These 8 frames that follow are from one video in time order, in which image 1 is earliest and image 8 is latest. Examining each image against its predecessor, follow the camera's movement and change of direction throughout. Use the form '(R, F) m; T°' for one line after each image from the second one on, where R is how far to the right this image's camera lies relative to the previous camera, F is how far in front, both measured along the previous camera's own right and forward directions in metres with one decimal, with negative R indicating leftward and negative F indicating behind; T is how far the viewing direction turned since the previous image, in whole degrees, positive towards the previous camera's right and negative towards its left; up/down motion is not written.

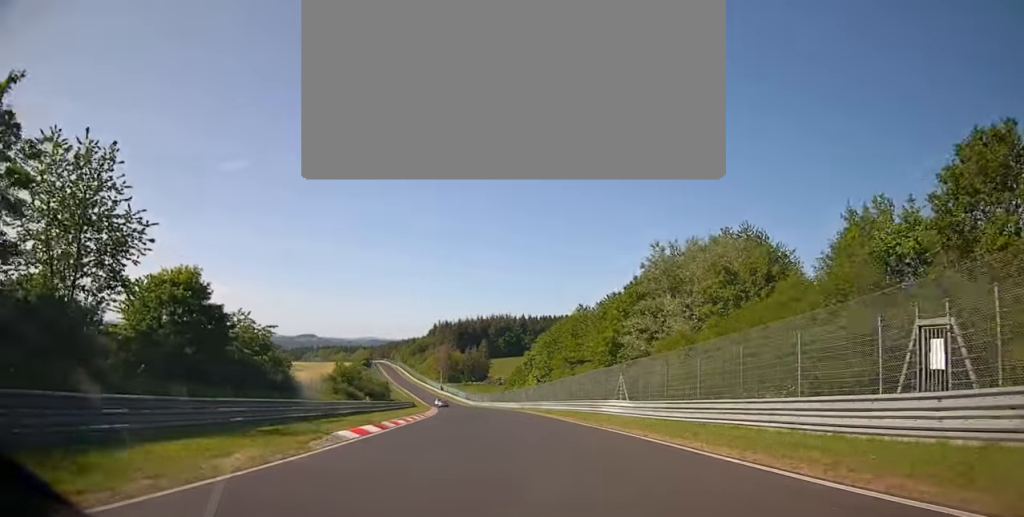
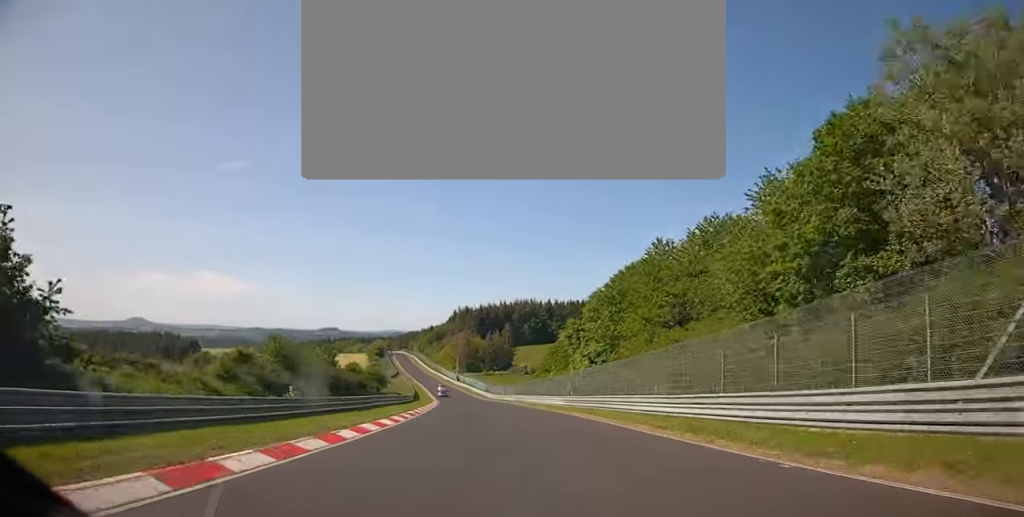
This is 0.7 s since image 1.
(-0.4, +30.7) m; -3°
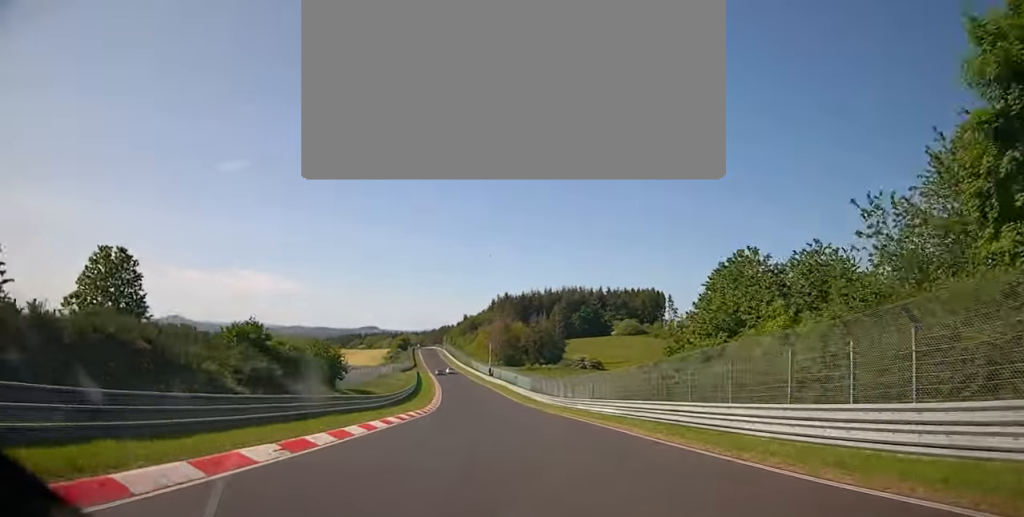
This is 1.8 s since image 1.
(-2.0, +51.8) m; -5°
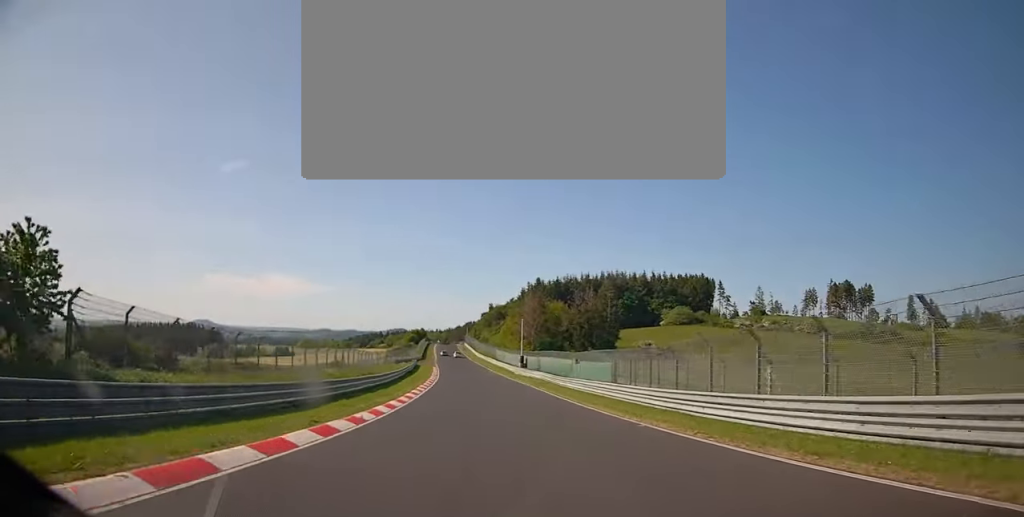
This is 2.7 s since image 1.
(-1.5, +43.2) m; -3°
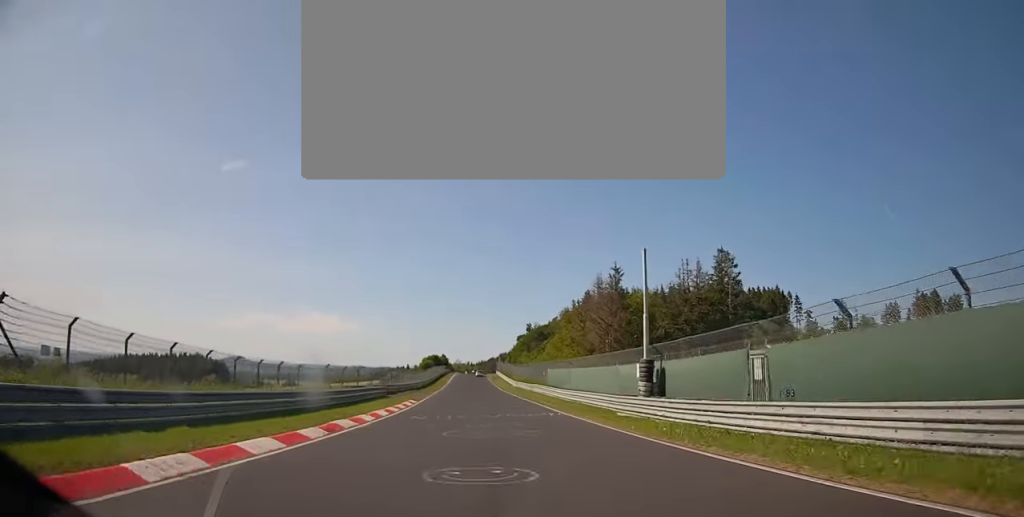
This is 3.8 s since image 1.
(-1.3, +54.7) m; -3°
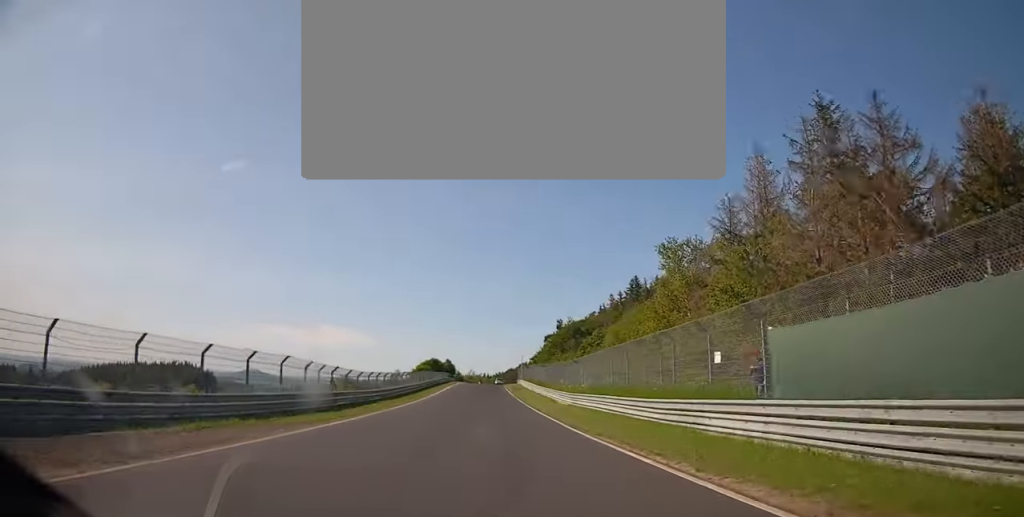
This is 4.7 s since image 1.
(-1.2, +50.4) m; -2°
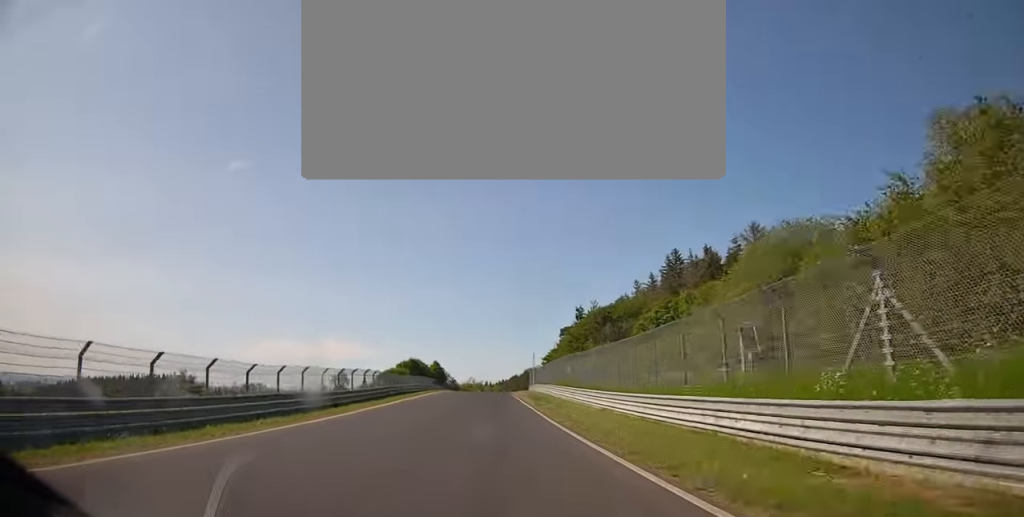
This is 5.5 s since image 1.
(-0.3, +37.9) m; 0°
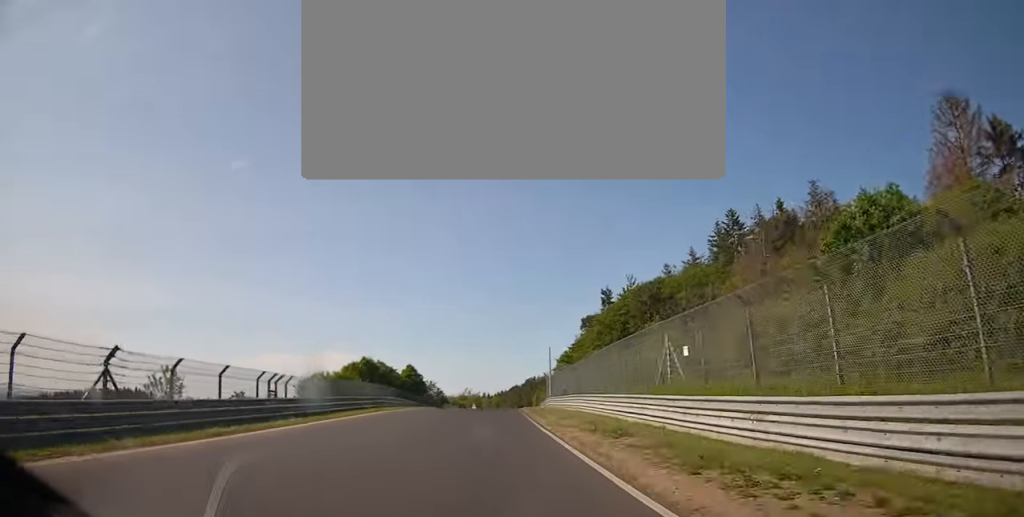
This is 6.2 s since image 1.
(0.0, +34.7) m; 0°
